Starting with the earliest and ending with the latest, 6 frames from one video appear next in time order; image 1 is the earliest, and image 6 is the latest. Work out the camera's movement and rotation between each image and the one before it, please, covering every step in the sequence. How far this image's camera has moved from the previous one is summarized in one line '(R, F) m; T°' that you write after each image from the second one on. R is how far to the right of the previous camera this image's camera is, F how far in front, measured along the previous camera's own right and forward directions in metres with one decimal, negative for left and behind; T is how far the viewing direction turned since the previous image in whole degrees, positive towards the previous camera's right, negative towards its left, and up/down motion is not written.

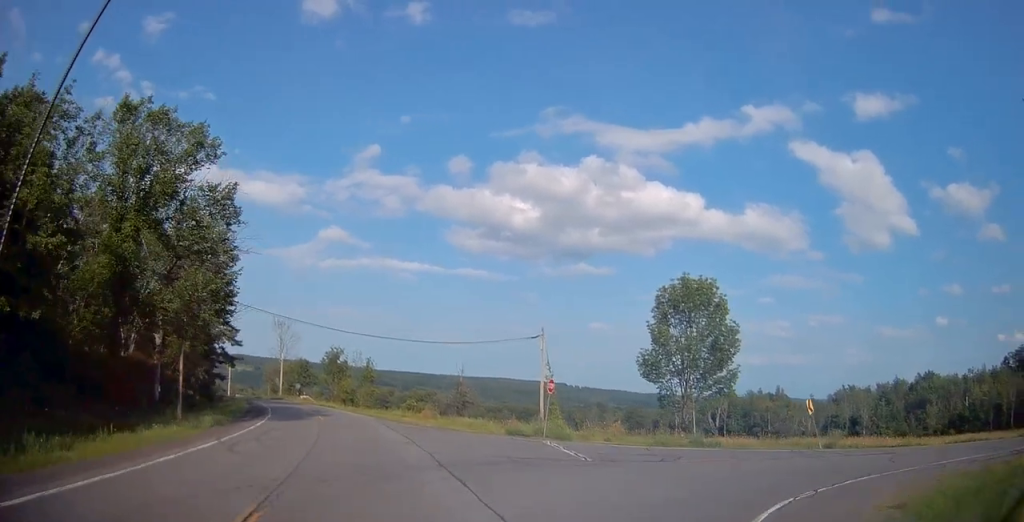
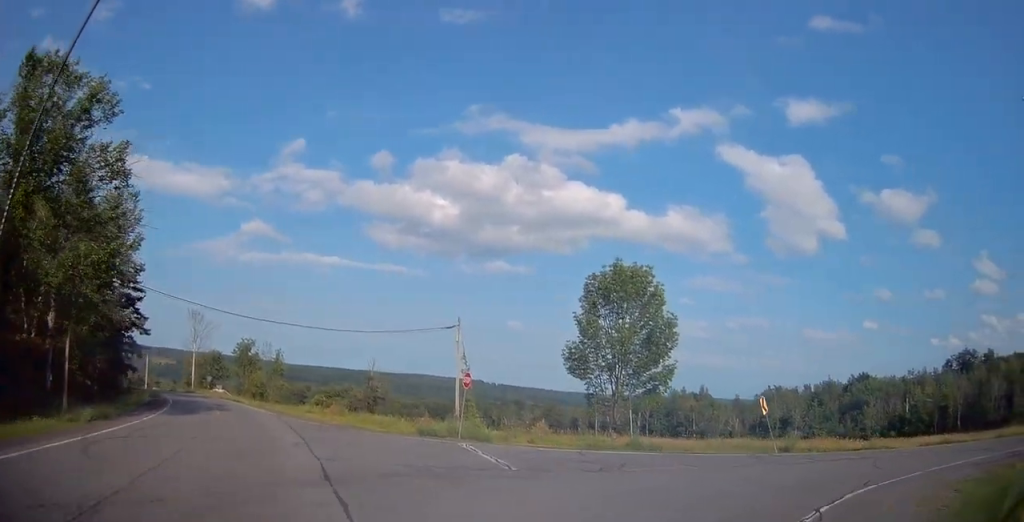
(+0.2, +3.5) m; +10°
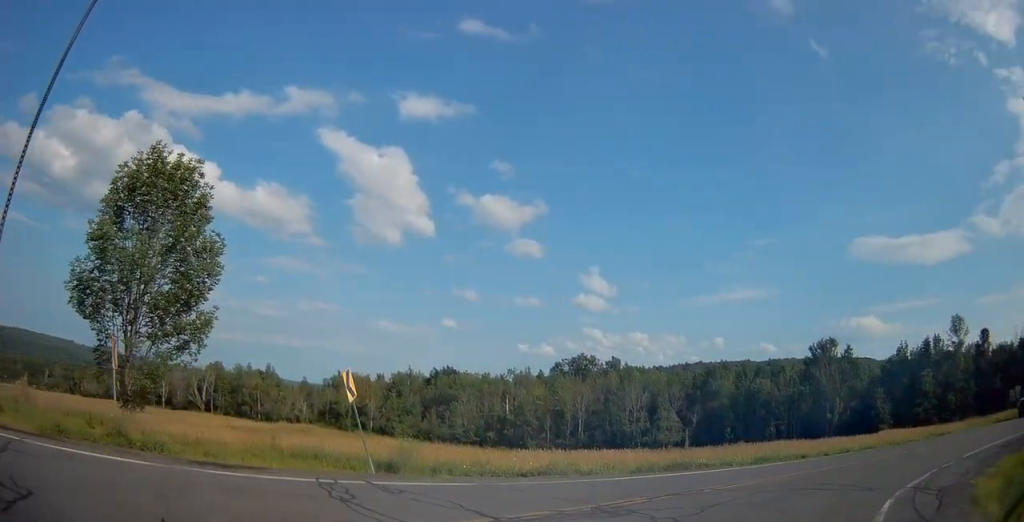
(+5.0, +10.5) m; +55°
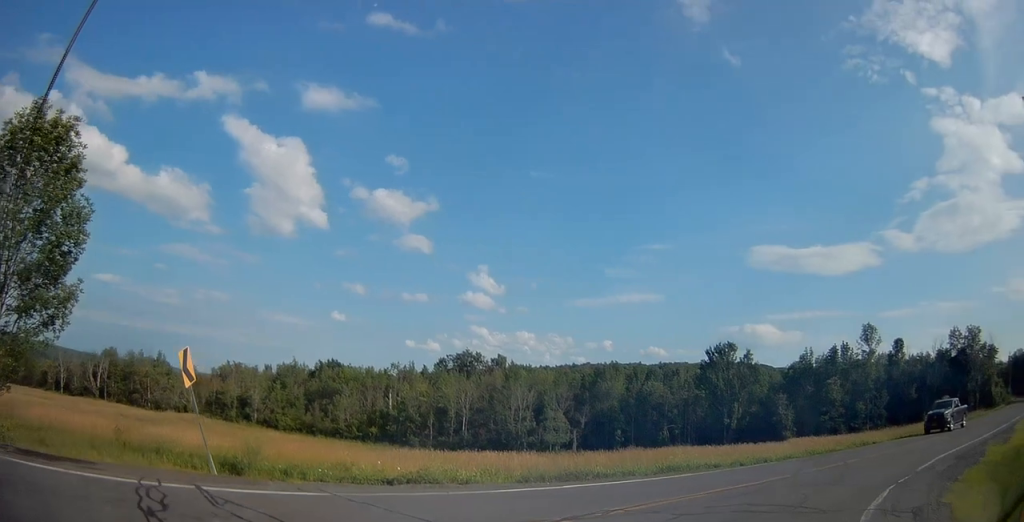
(+0.1, +2.8) m; +12°
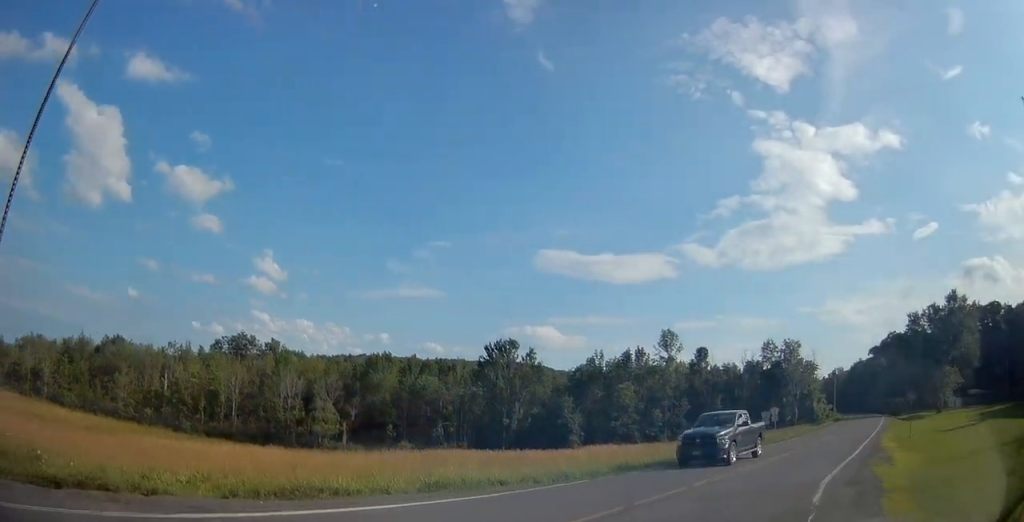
(+1.1, +5.6) m; +19°
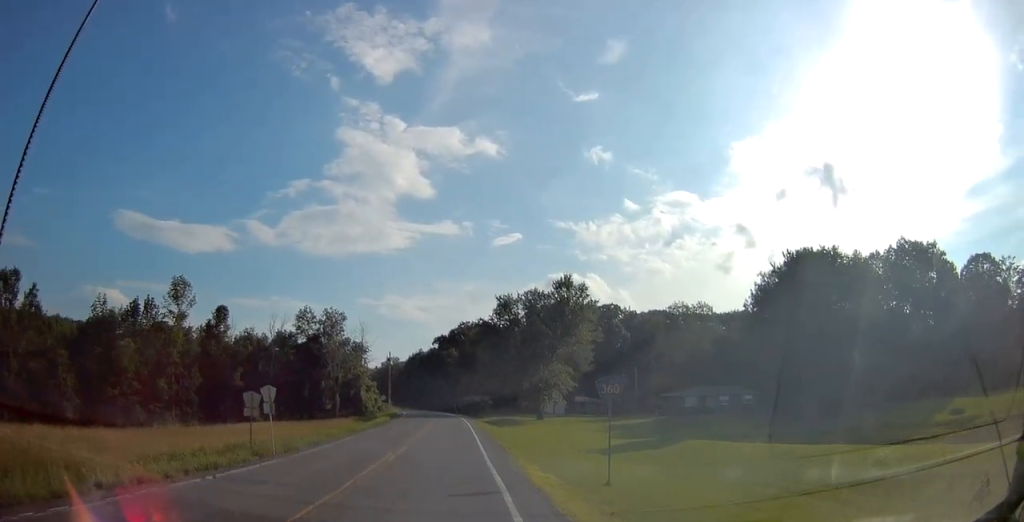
(+9.9, +25.1) m; +28°
